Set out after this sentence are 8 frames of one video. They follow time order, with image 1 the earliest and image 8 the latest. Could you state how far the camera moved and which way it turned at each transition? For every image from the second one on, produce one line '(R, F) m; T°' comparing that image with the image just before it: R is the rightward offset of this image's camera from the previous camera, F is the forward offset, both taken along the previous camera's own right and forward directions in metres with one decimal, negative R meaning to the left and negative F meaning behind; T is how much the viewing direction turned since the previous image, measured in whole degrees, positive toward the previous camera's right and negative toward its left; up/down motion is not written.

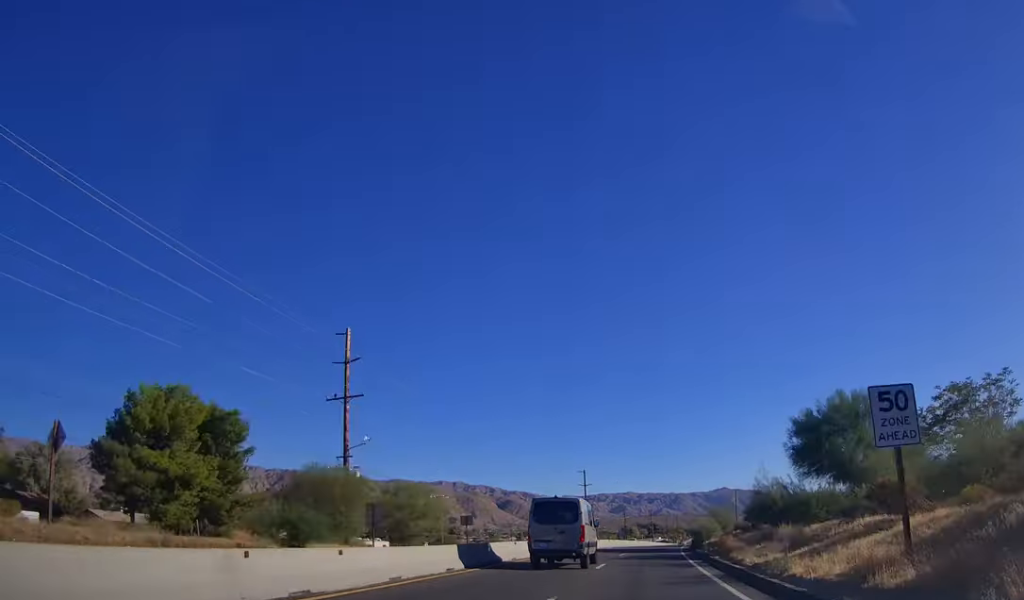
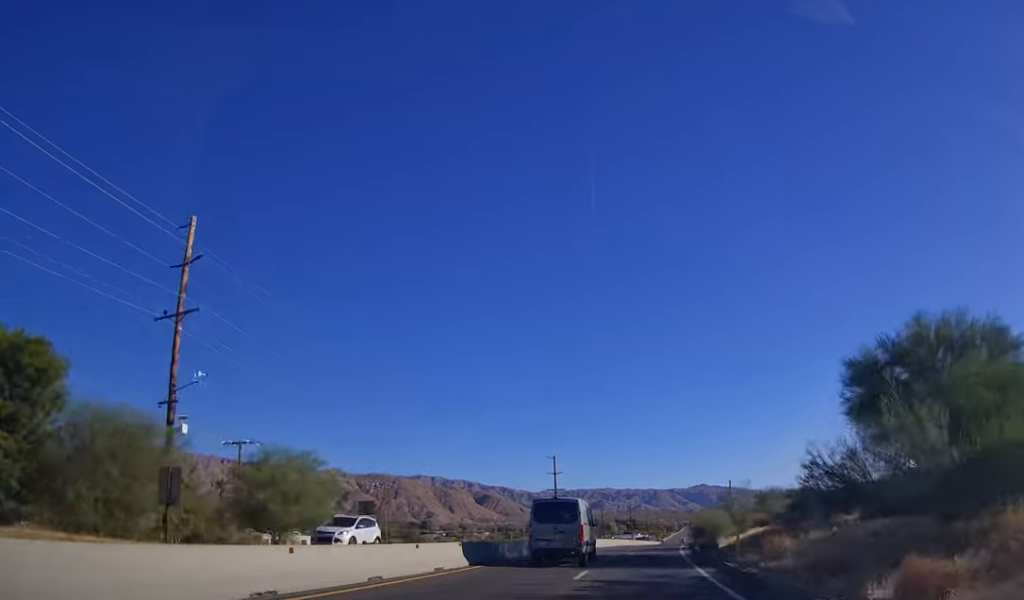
(+0.5, +20.3) m; +3°
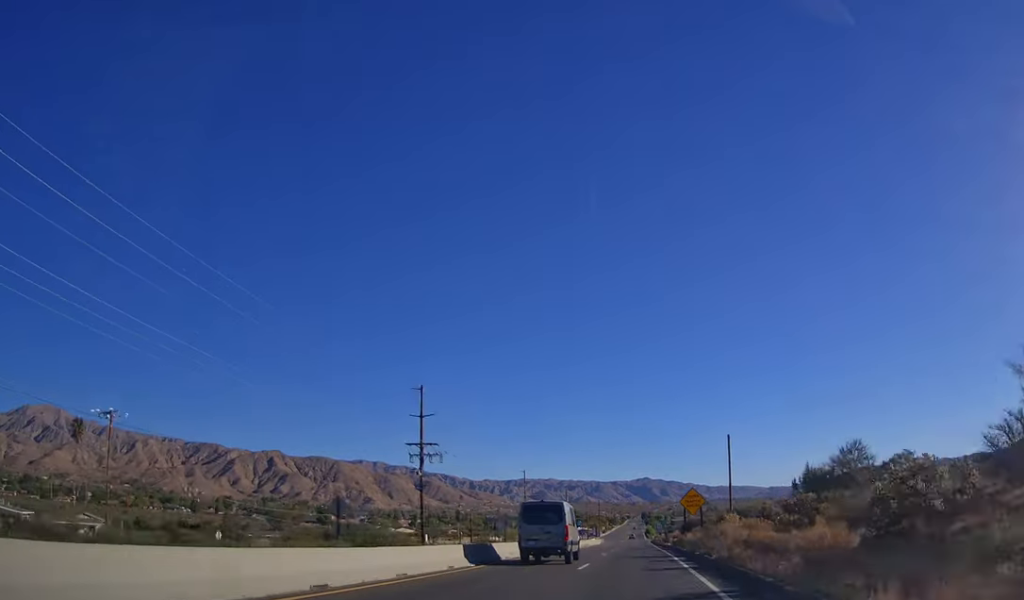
(+3.3, +55.3) m; +5°
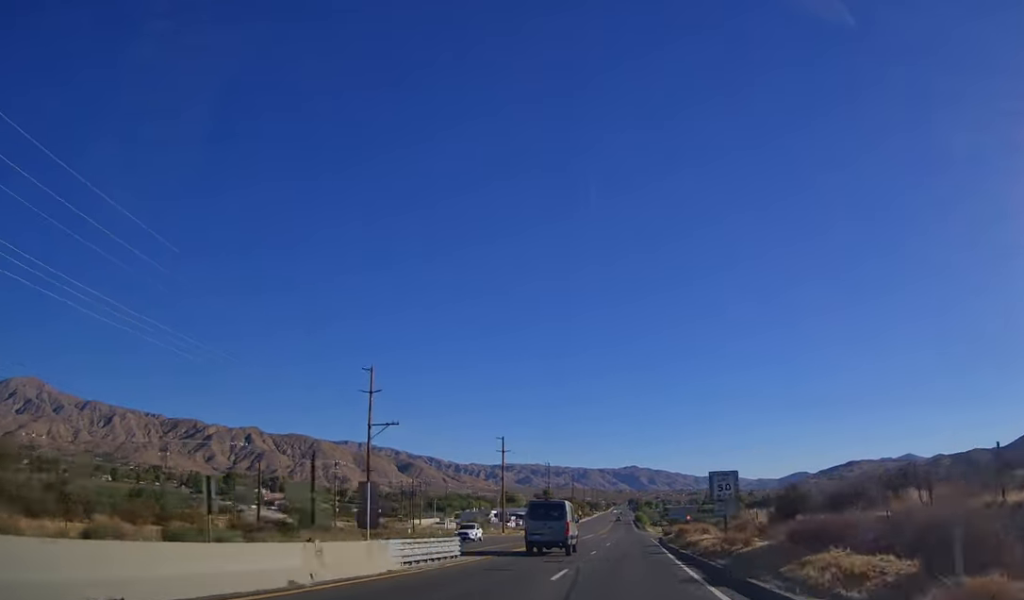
(+3.8, +94.7) m; +4°
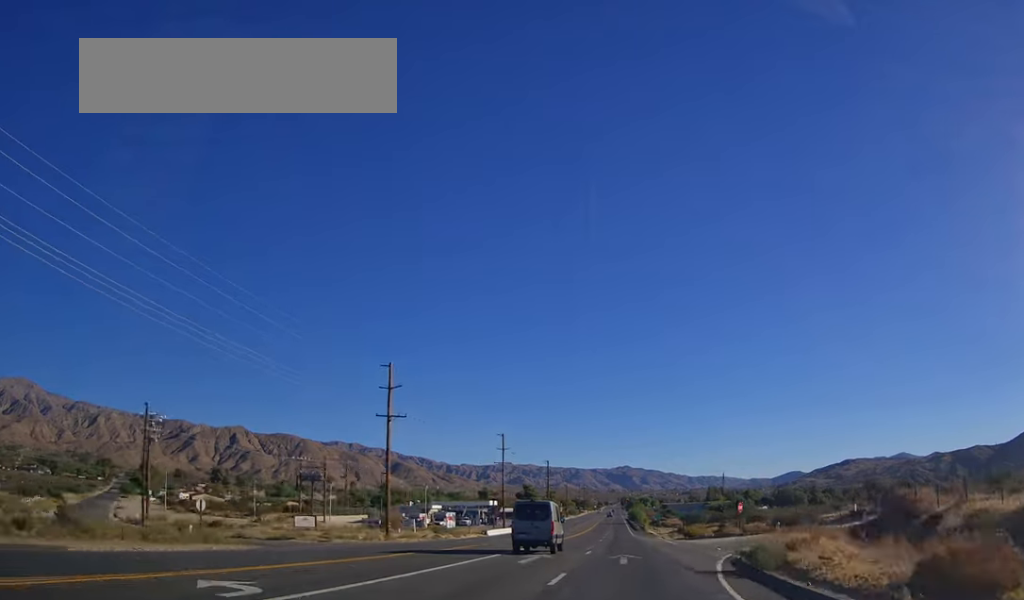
(+0.6, +61.0) m; 0°
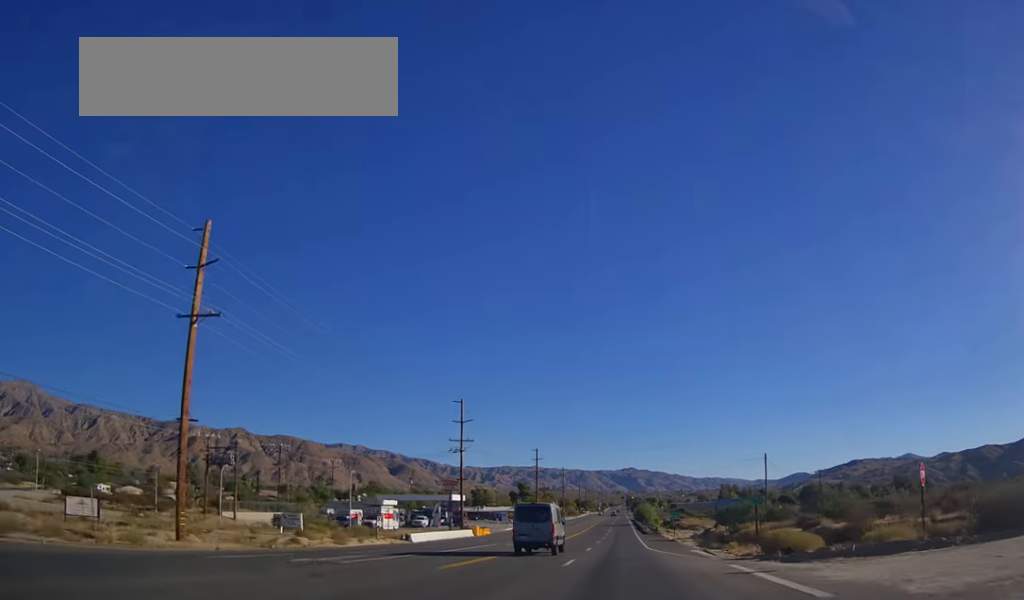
(-0.2, +36.1) m; 0°
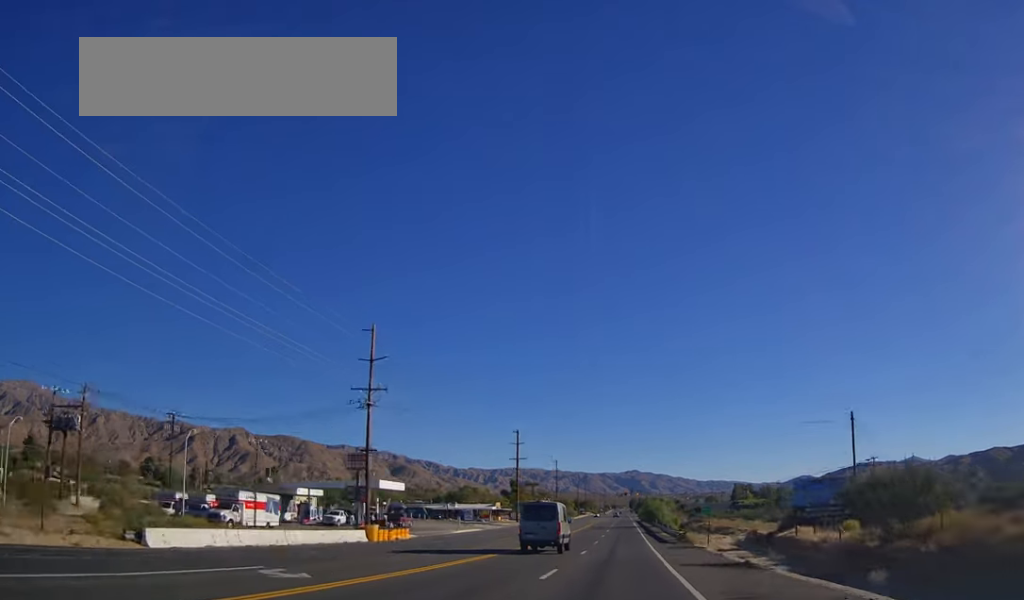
(+0.1, +36.0) m; 0°
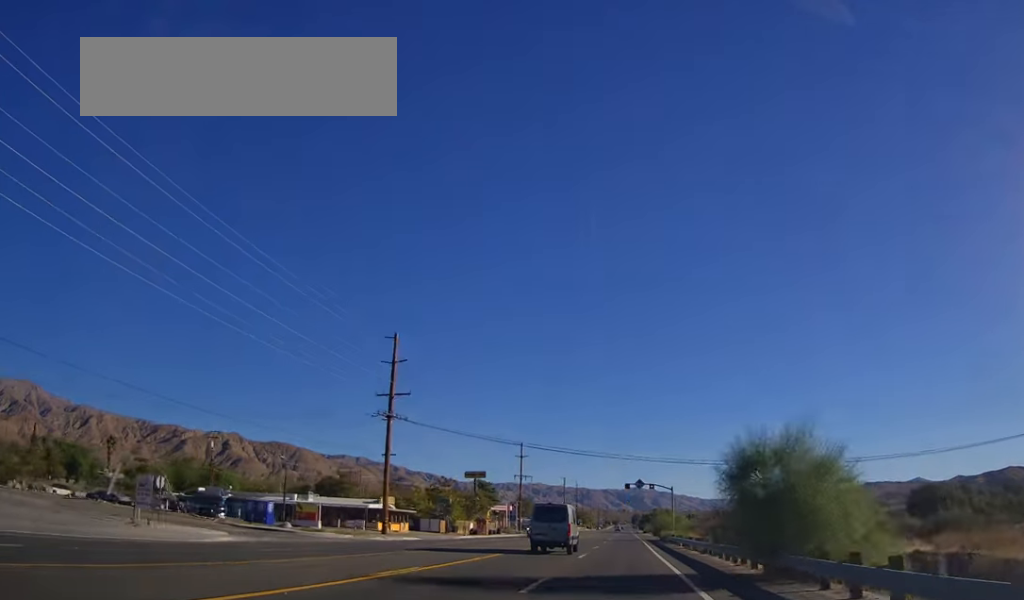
(-0.3, +76.5) m; -1°
